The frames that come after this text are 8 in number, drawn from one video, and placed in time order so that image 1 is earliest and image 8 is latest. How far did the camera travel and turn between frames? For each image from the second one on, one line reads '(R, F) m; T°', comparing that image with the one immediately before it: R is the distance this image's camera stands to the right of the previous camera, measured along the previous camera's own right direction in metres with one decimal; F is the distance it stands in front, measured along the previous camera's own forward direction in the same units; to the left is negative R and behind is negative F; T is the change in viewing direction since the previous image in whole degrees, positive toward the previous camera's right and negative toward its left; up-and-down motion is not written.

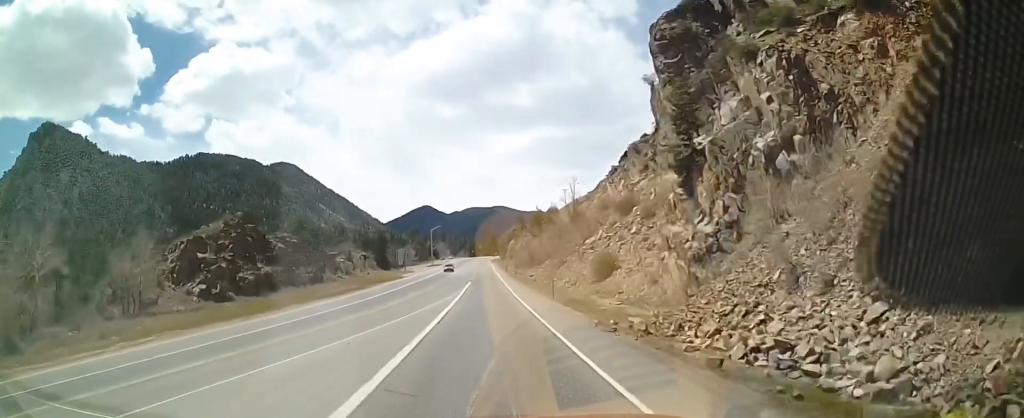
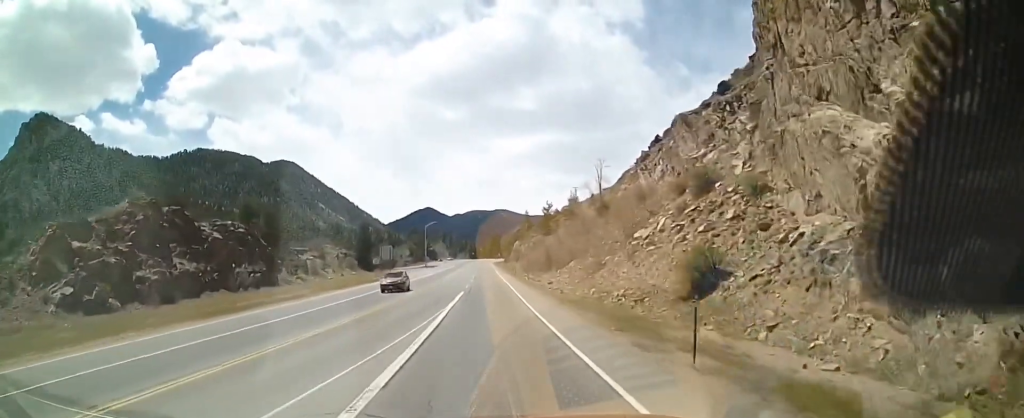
(-0.1, +24.1) m; 0°
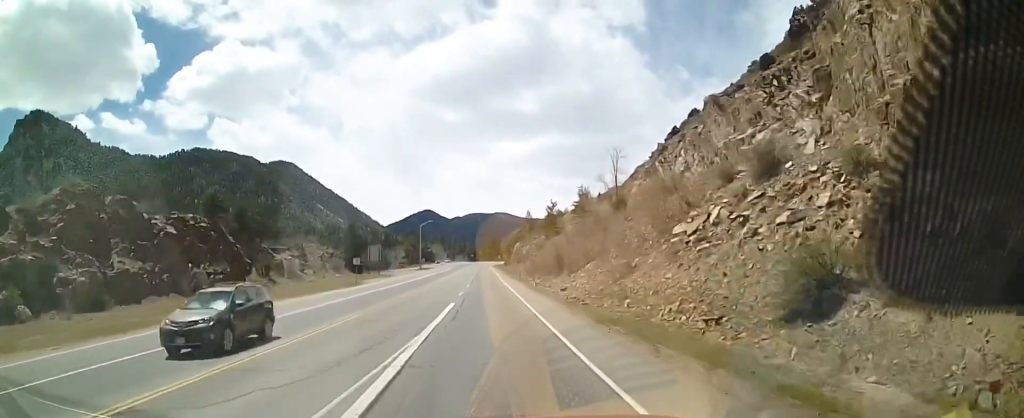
(0.0, +11.0) m; -1°
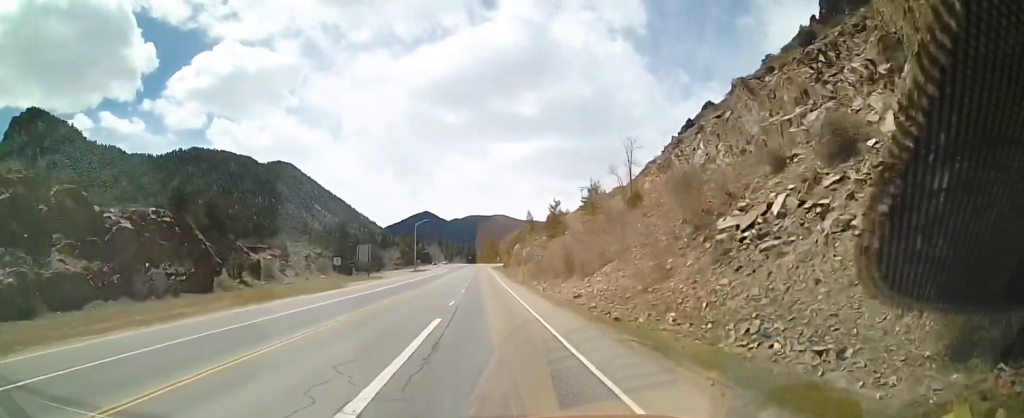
(+0.1, +8.2) m; -1°
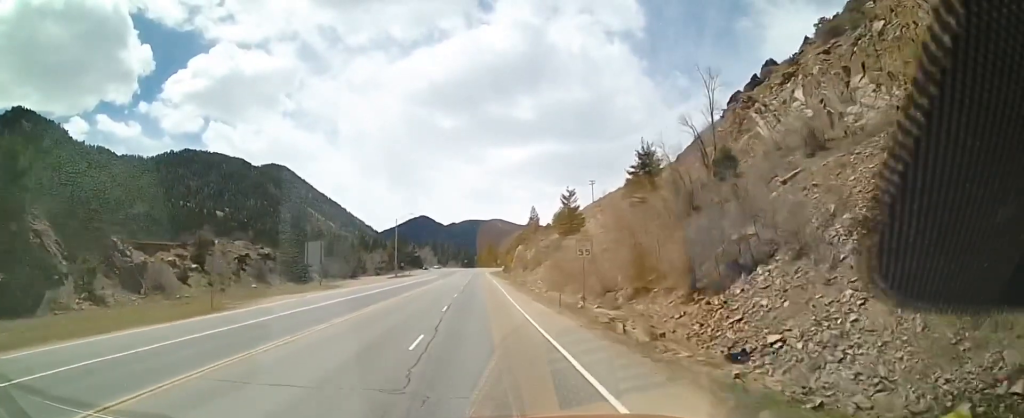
(-0.2, +26.6) m; +2°
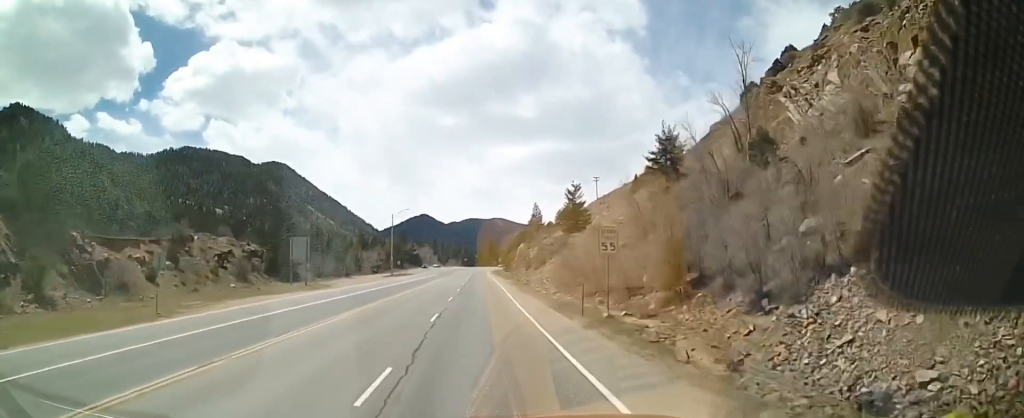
(0.0, +5.8) m; 0°
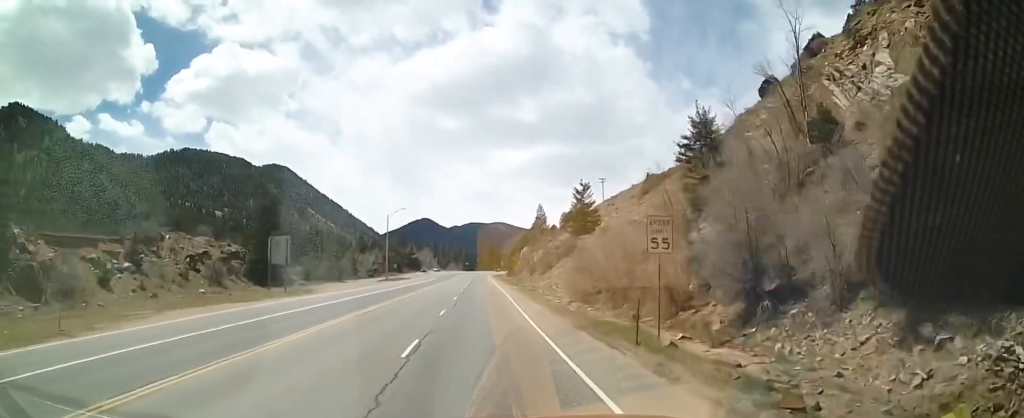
(0.0, +7.1) m; 0°
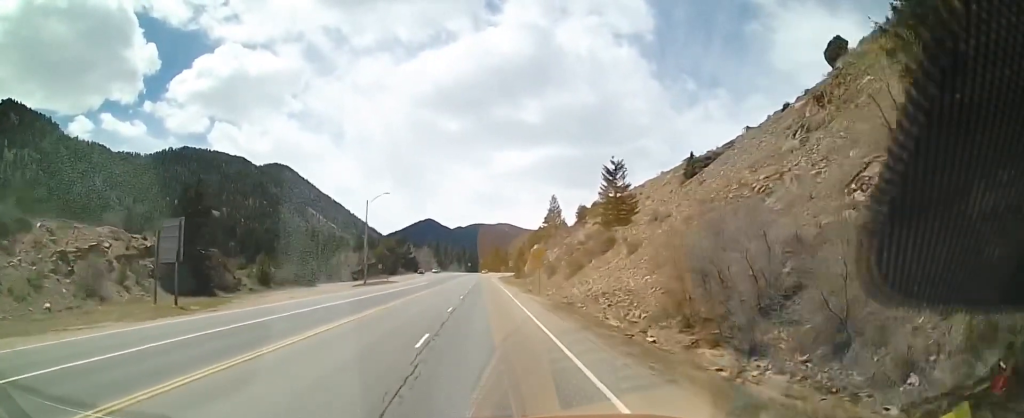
(0.0, +21.3) m; 0°
